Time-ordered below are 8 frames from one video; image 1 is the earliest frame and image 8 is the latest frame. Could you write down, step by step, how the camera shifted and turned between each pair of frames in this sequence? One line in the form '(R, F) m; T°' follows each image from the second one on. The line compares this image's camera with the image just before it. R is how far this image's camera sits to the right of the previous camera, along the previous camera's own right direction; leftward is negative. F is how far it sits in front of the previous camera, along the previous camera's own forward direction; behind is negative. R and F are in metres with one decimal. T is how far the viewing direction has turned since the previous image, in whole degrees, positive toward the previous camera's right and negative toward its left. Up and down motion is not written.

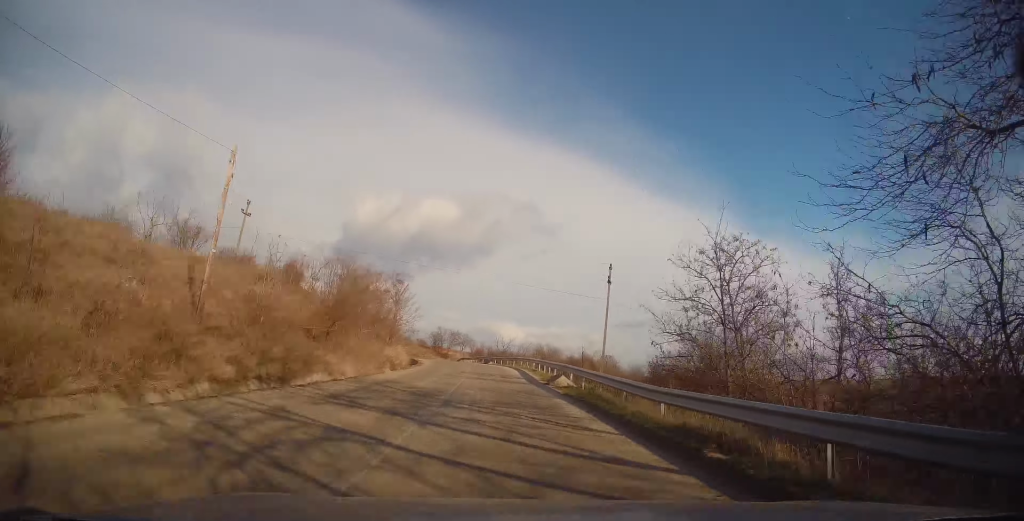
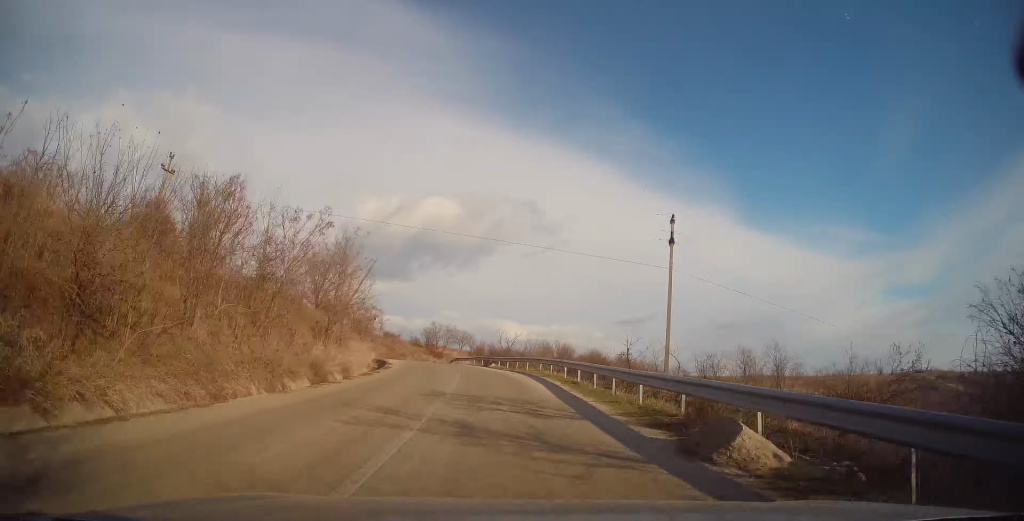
(+0.1, +15.9) m; -1°
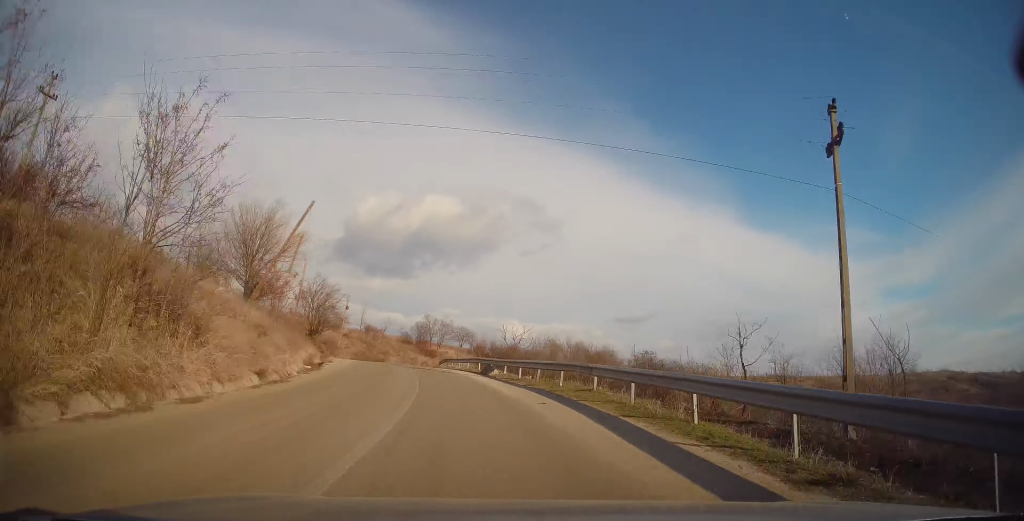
(-0.4, +14.9) m; -2°
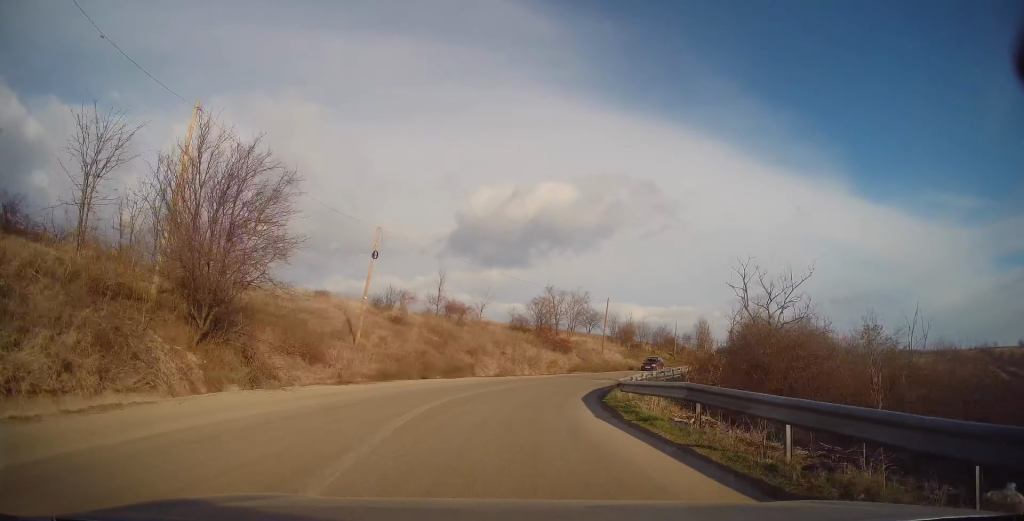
(-2.4, +34.2) m; -5°
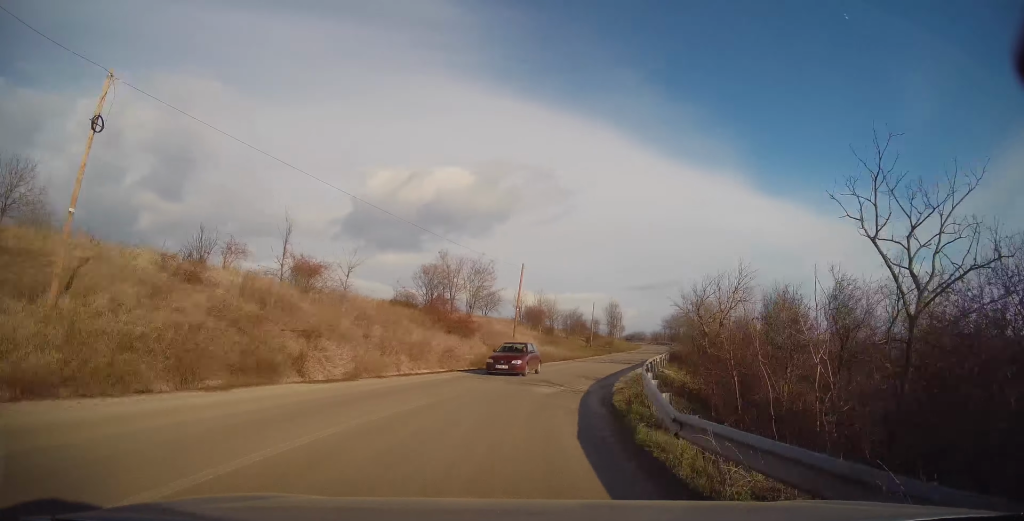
(+0.6, +15.6) m; +6°
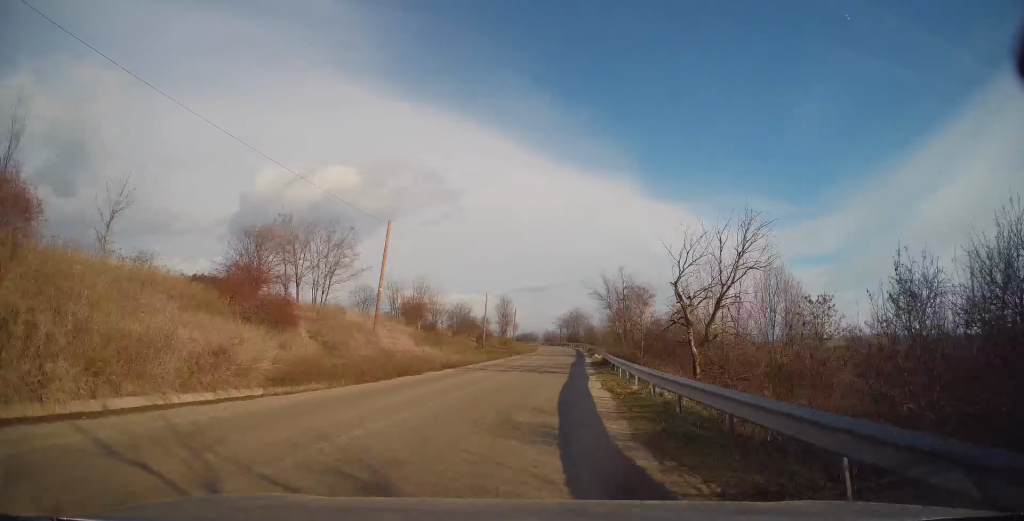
(+1.1, +15.2) m; +10°
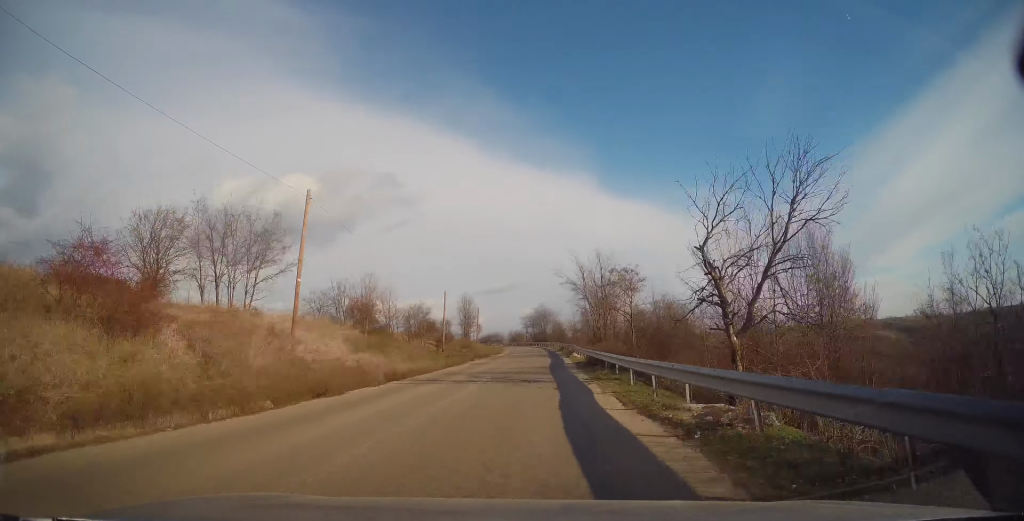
(0.0, +6.3) m; +5°
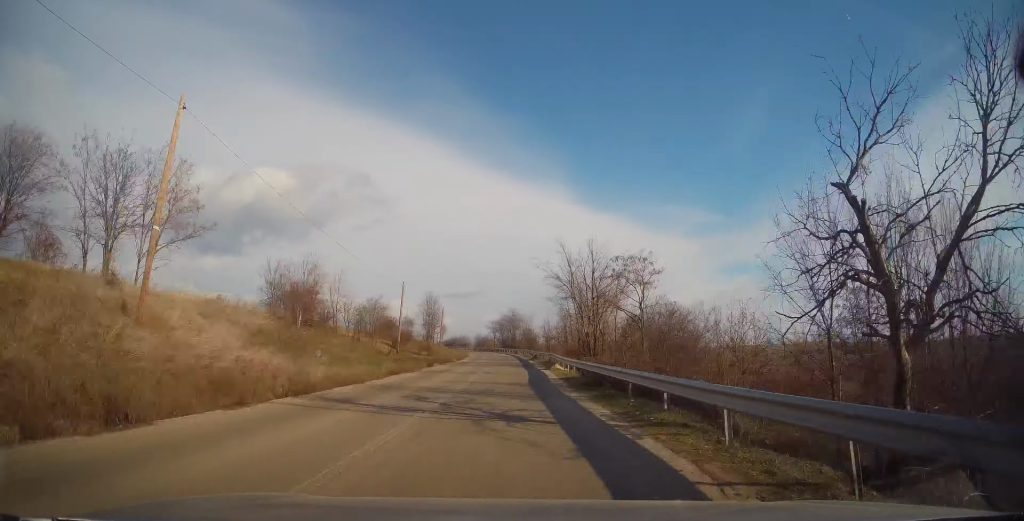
(+0.7, +8.0) m; +3°
